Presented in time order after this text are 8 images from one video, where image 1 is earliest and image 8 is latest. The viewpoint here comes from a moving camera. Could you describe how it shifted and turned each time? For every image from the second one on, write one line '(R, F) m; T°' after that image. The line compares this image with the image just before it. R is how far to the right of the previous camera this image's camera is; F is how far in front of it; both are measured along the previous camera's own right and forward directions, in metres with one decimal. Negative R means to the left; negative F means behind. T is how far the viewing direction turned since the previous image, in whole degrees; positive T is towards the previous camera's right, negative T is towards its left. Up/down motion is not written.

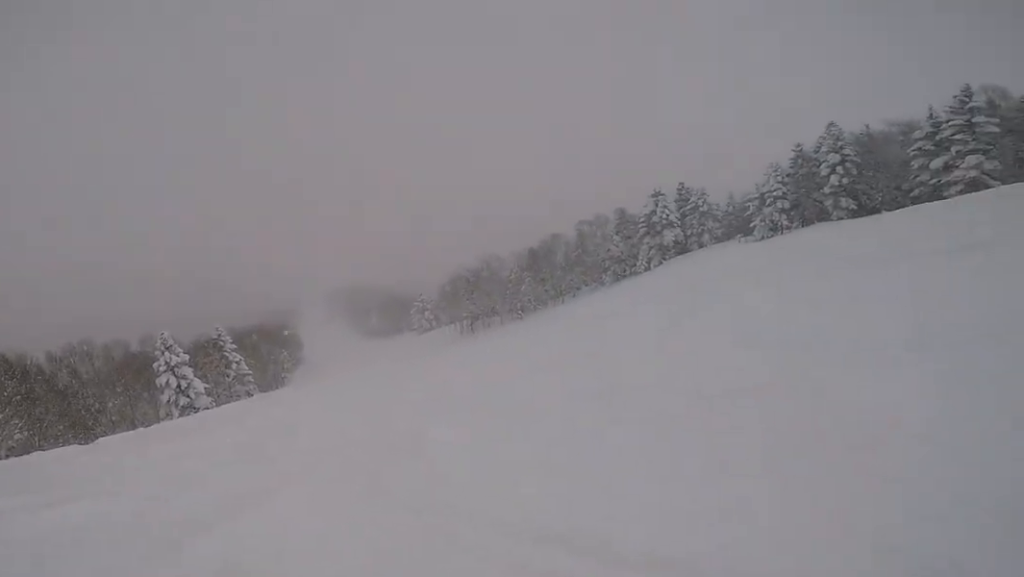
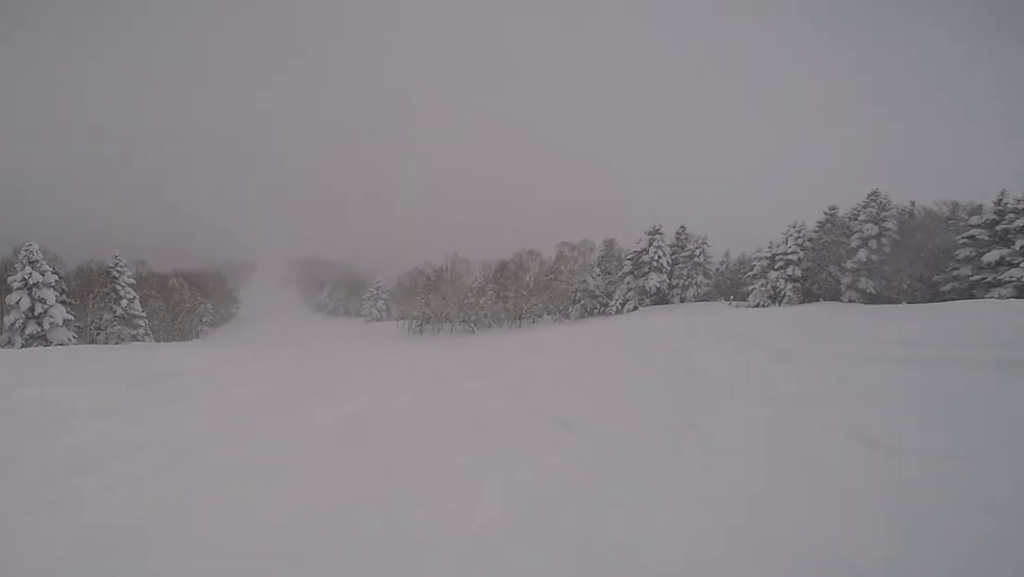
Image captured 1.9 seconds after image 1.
(+0.8, +8.8) m; -11°
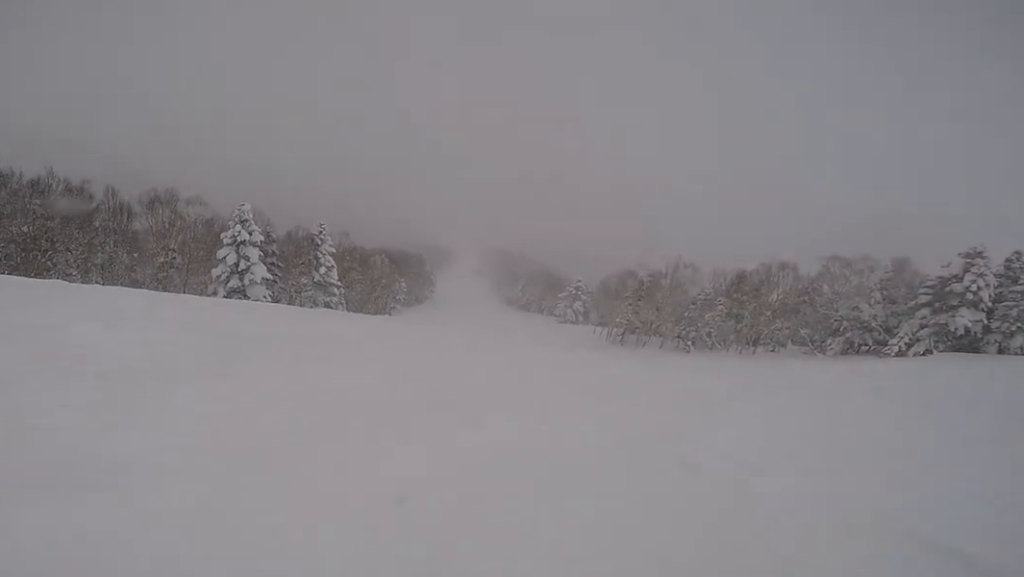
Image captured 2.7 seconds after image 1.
(-0.7, +4.0) m; -10°
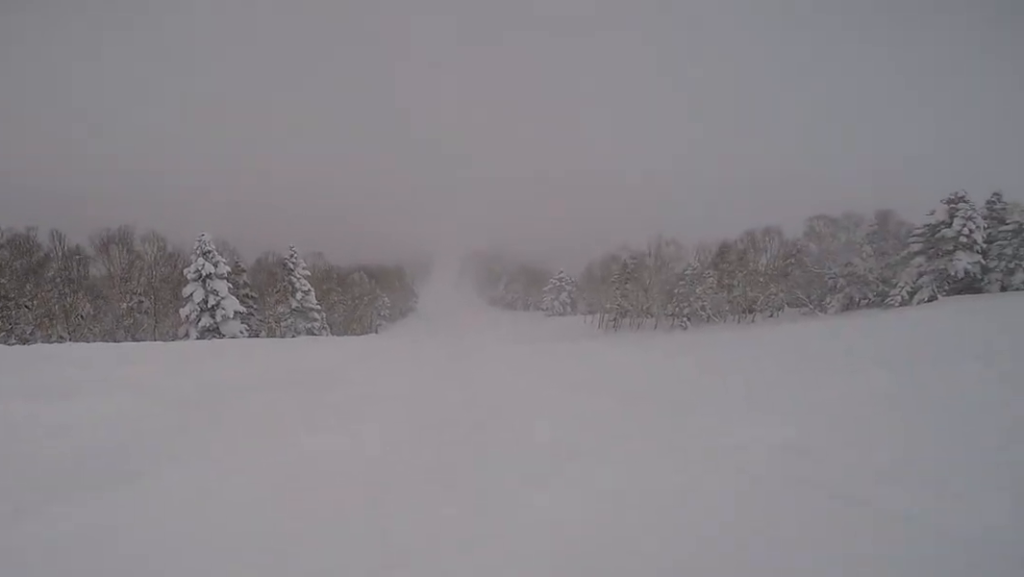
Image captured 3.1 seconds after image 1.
(-0.5, +2.0) m; 0°
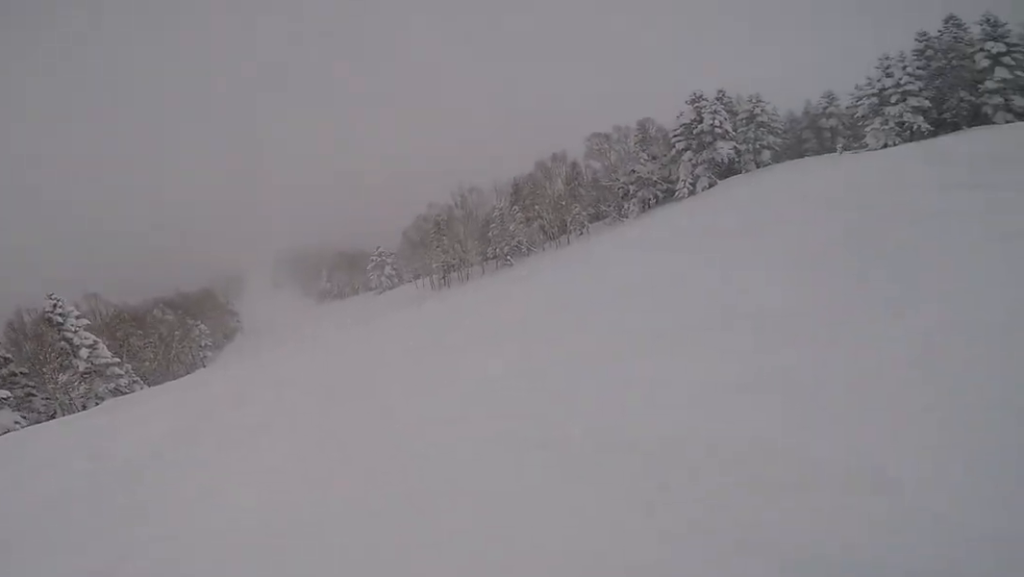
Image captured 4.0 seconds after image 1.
(+0.7, +4.6) m; +10°
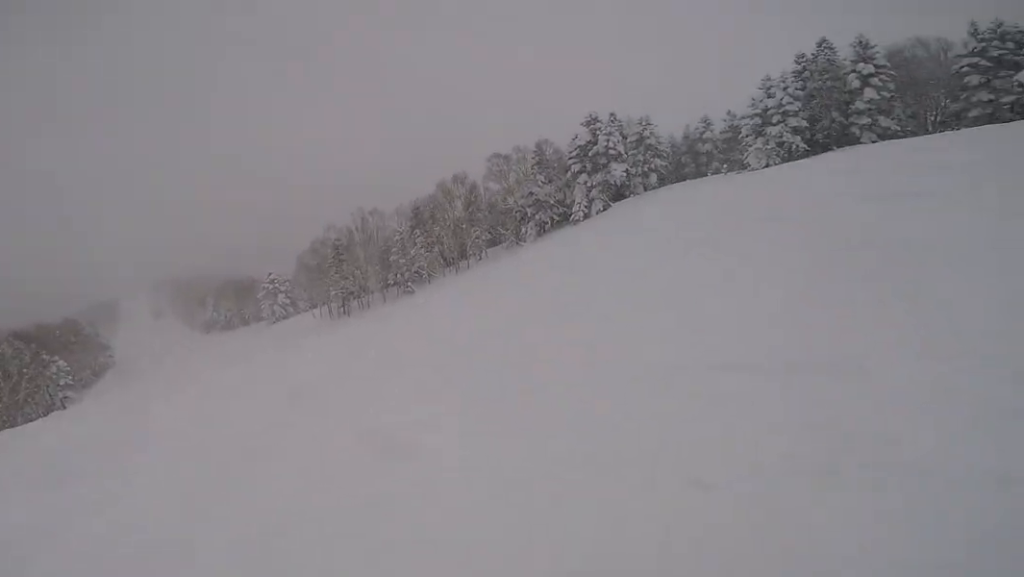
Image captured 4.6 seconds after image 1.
(+0.3, +3.0) m; +2°
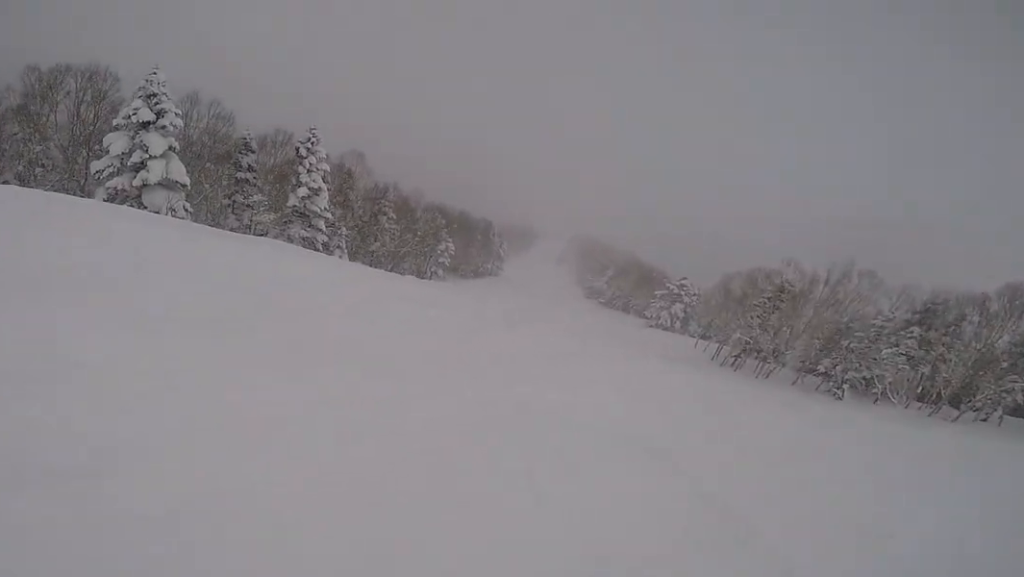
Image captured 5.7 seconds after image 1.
(-0.5, +5.7) m; -11°
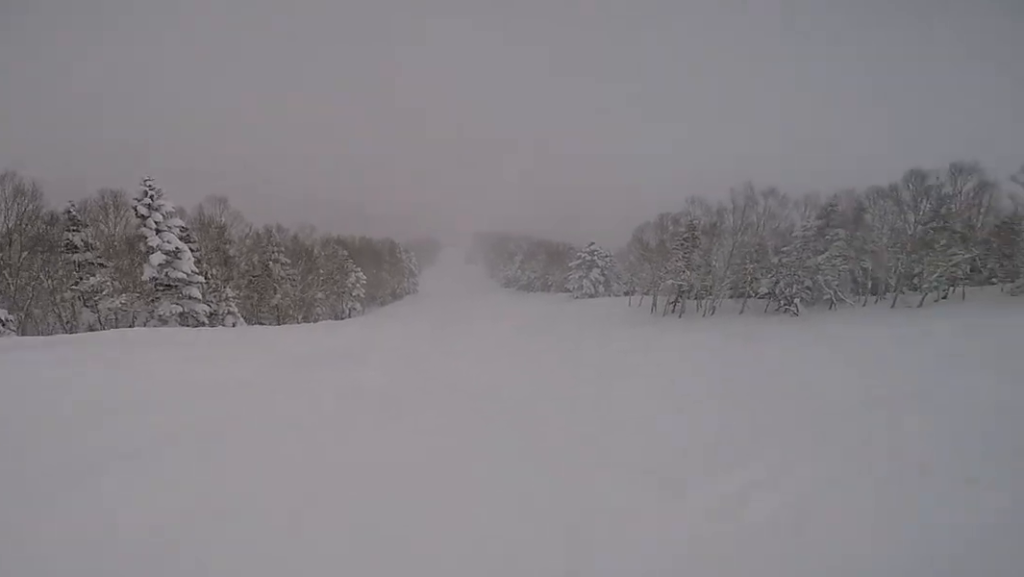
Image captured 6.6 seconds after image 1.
(-0.6, +5.0) m; +6°
